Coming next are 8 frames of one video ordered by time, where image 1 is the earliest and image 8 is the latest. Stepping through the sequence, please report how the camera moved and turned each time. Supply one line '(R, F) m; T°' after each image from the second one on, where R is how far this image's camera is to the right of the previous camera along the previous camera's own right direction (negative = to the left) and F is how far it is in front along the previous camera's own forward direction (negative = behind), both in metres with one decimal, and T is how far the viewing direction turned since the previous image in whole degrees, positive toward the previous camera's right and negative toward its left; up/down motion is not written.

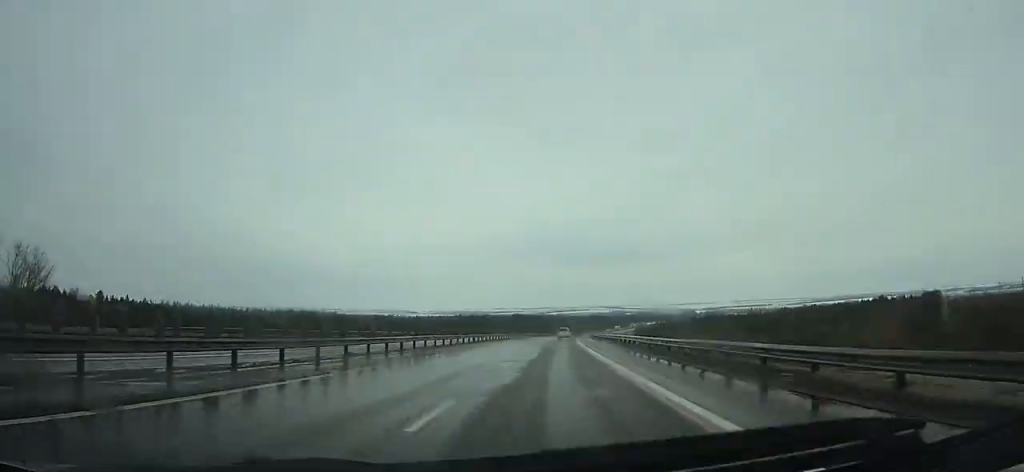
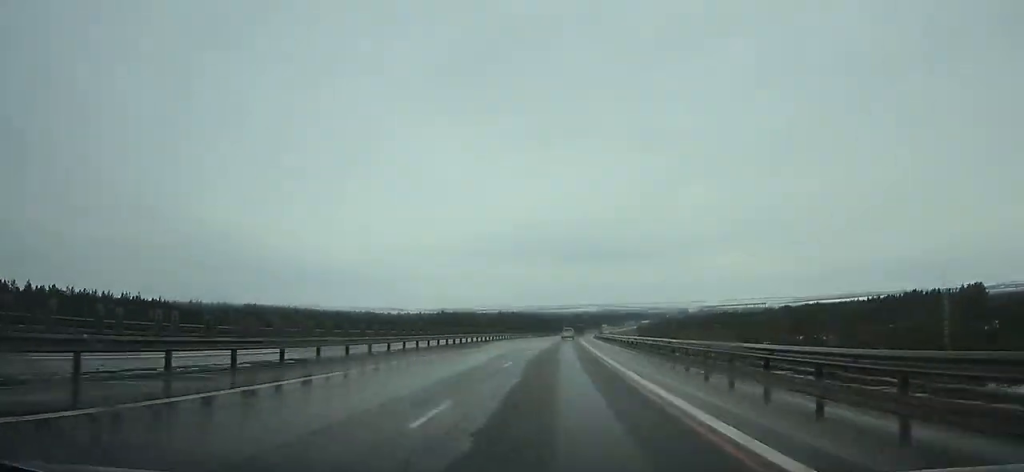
(+0.4, +48.2) m; +1°
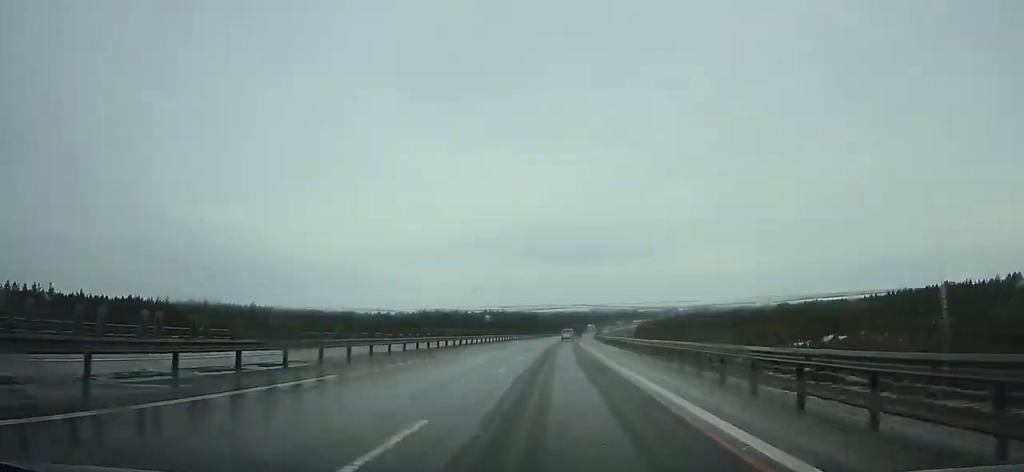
(+0.5, +37.4) m; +1°
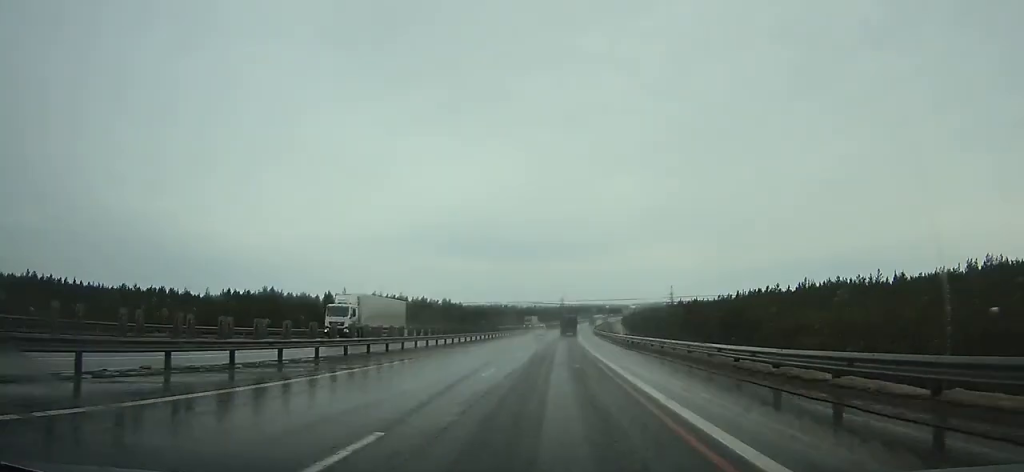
(+10.9, +205.9) m; +6°
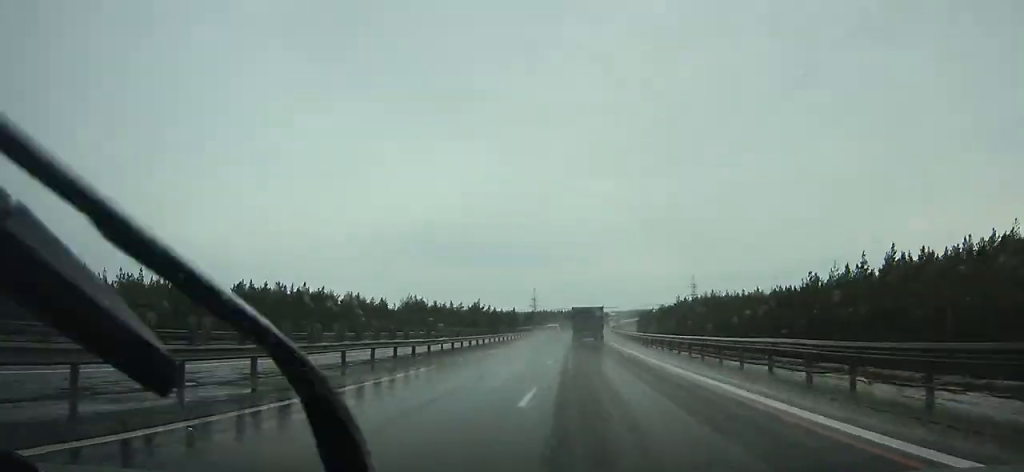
(+2.3, +139.0) m; +2°
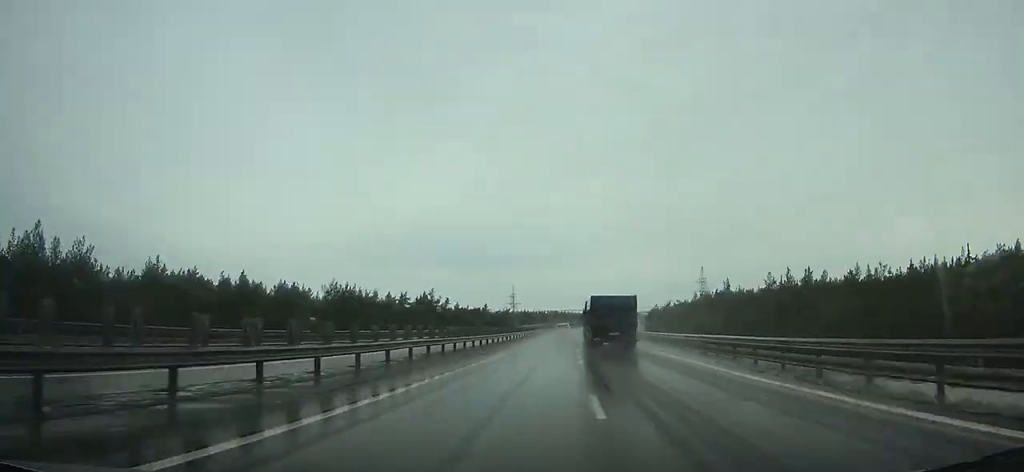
(+0.9, +49.9) m; +2°
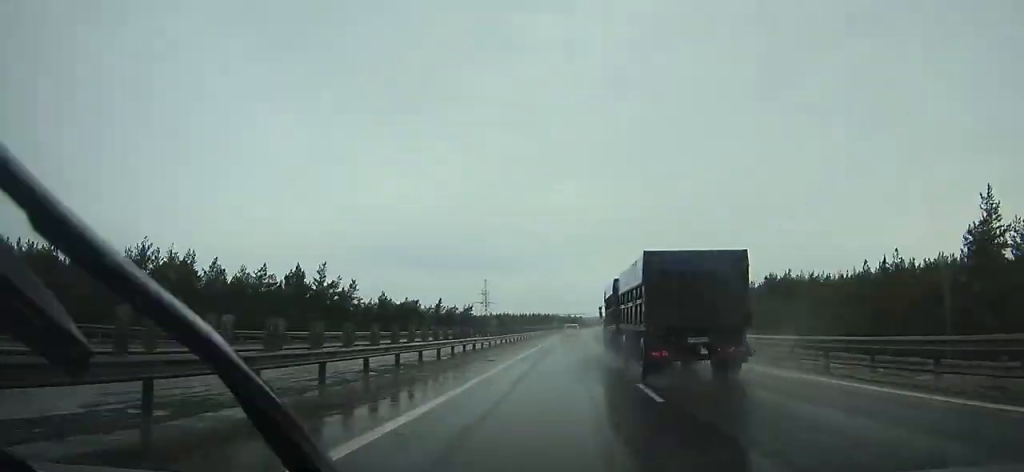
(+0.8, +58.3) m; +2°
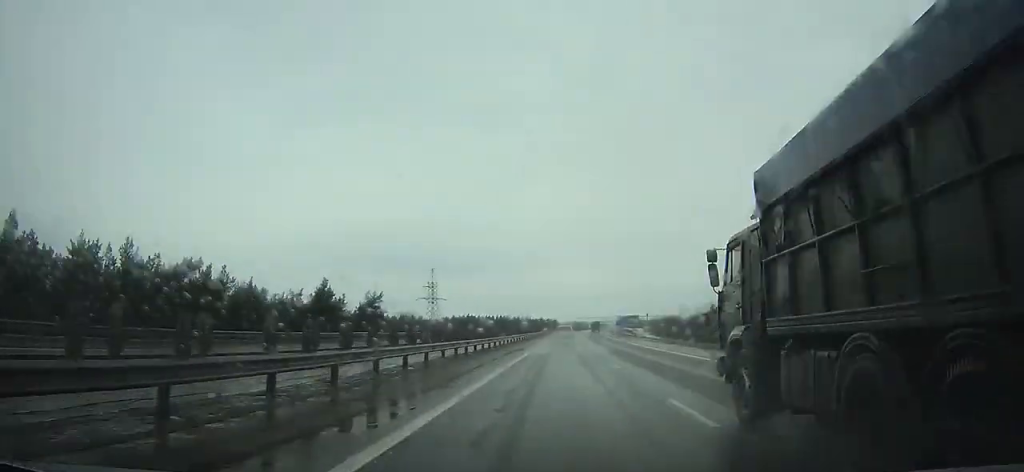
(+0.9, +61.4) m; +2°
